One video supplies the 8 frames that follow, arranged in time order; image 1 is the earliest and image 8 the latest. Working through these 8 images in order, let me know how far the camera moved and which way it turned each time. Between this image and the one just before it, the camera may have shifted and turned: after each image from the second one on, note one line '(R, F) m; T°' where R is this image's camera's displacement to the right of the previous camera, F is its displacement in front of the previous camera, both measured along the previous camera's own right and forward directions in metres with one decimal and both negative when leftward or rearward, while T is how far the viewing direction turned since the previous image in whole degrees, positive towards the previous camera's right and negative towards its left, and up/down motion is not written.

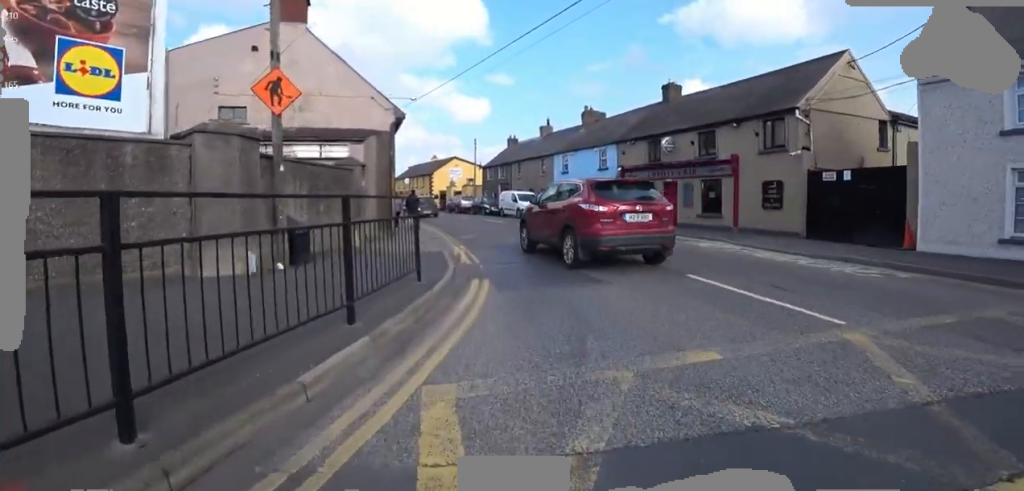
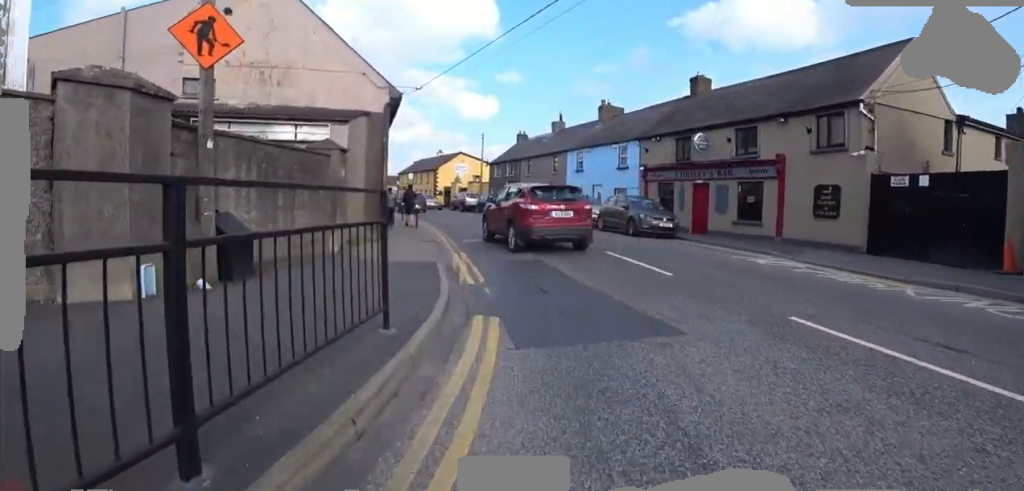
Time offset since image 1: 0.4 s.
(+0.2, +2.2) m; 0°
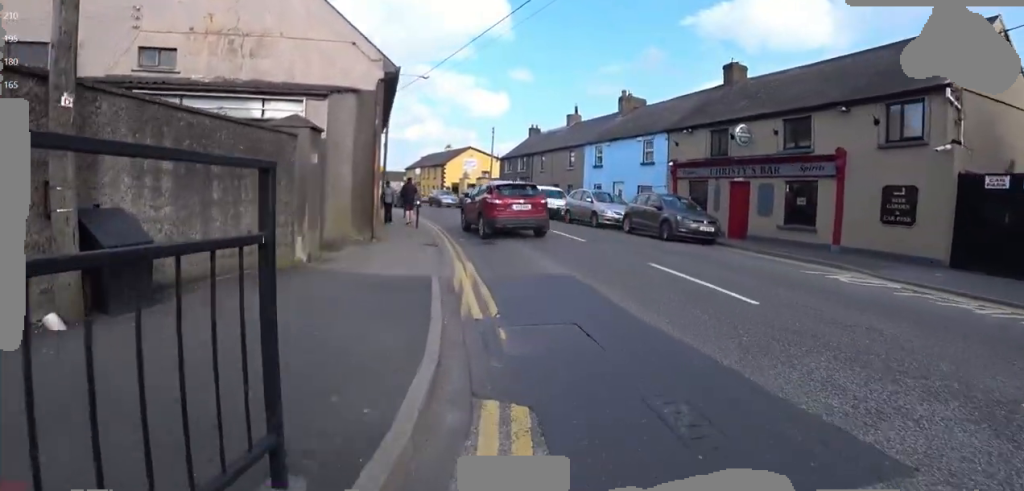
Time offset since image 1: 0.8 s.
(0.0, +2.1) m; -3°
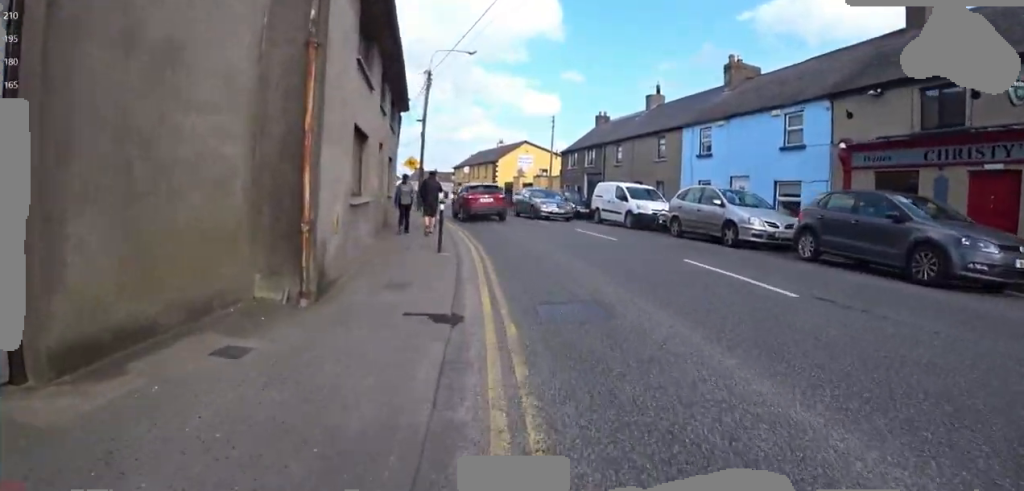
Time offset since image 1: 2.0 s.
(-0.9, +6.5) m; -12°
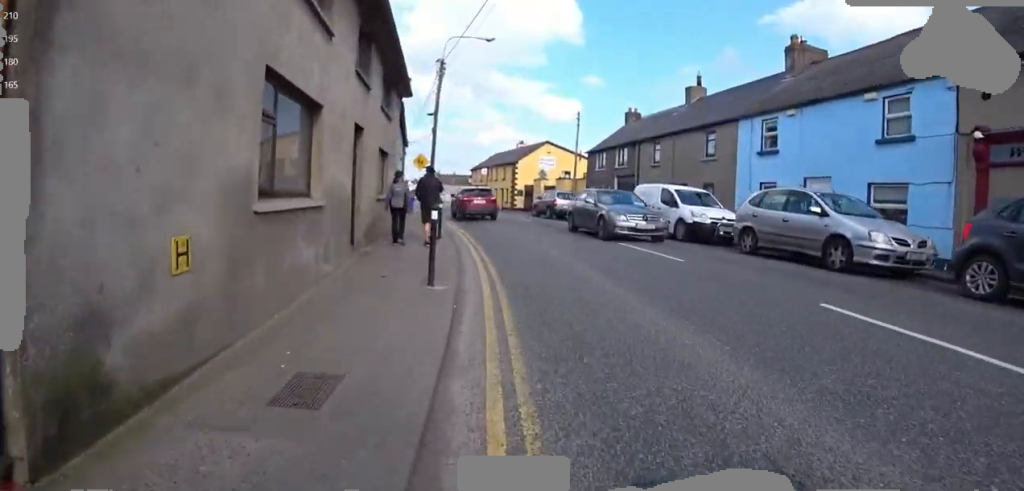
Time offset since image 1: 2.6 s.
(-0.2, +3.0) m; -4°
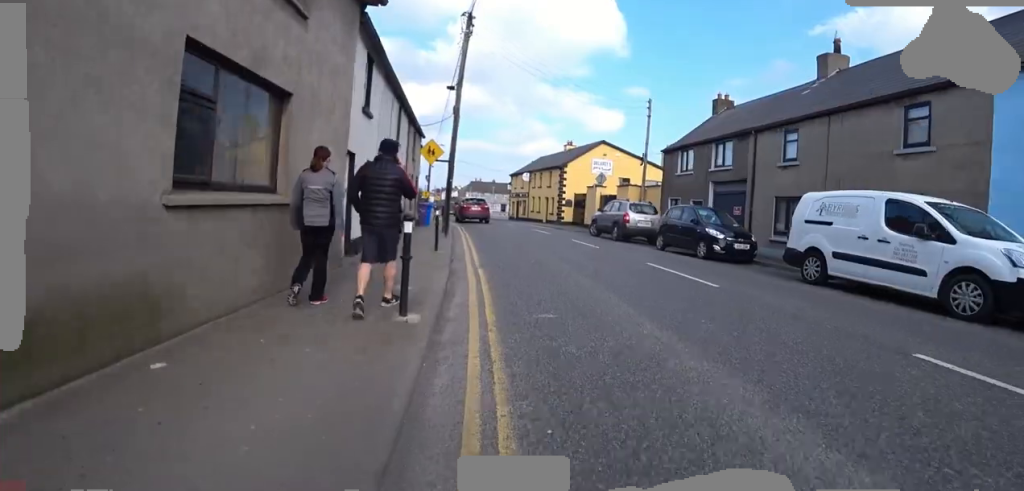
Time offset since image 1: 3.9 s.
(0.0, +7.2) m; 0°
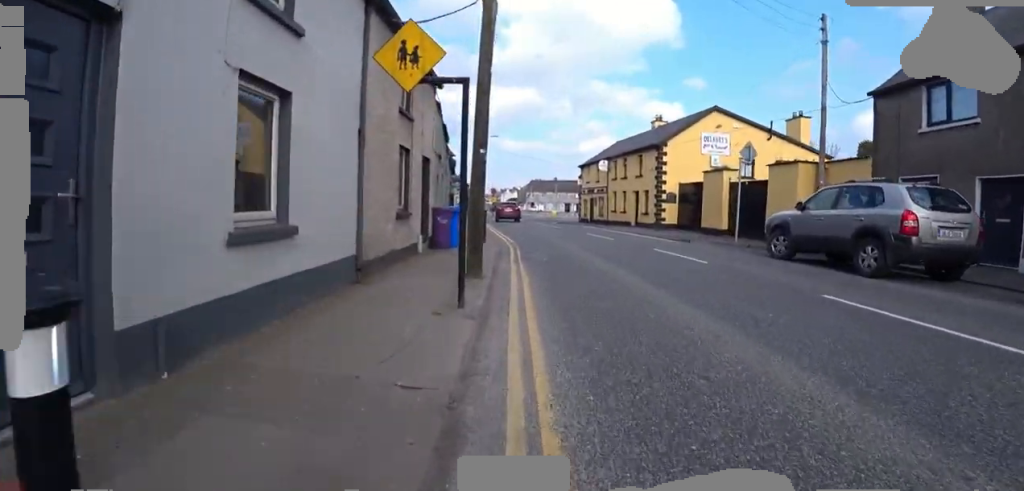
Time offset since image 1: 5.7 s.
(0.0, +9.8) m; -1°
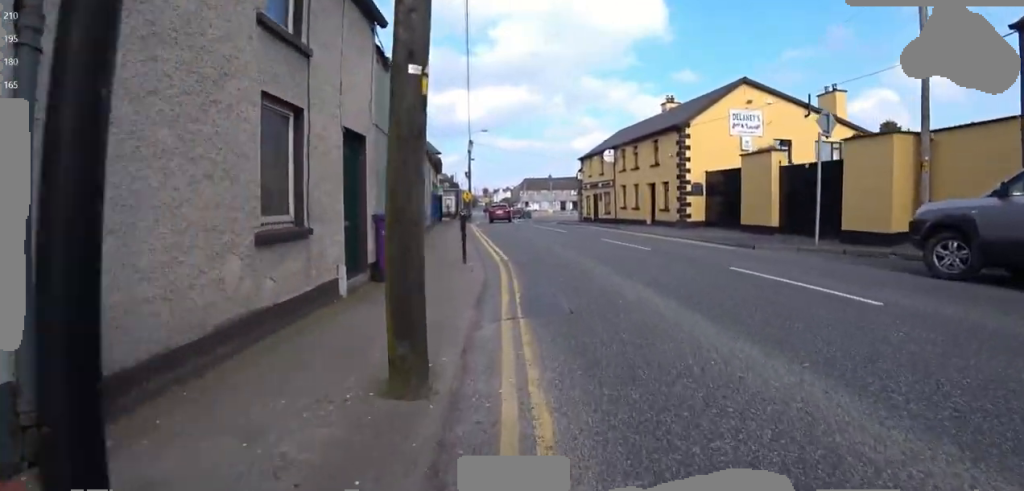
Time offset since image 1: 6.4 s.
(0.0, +4.3) m; -6°
